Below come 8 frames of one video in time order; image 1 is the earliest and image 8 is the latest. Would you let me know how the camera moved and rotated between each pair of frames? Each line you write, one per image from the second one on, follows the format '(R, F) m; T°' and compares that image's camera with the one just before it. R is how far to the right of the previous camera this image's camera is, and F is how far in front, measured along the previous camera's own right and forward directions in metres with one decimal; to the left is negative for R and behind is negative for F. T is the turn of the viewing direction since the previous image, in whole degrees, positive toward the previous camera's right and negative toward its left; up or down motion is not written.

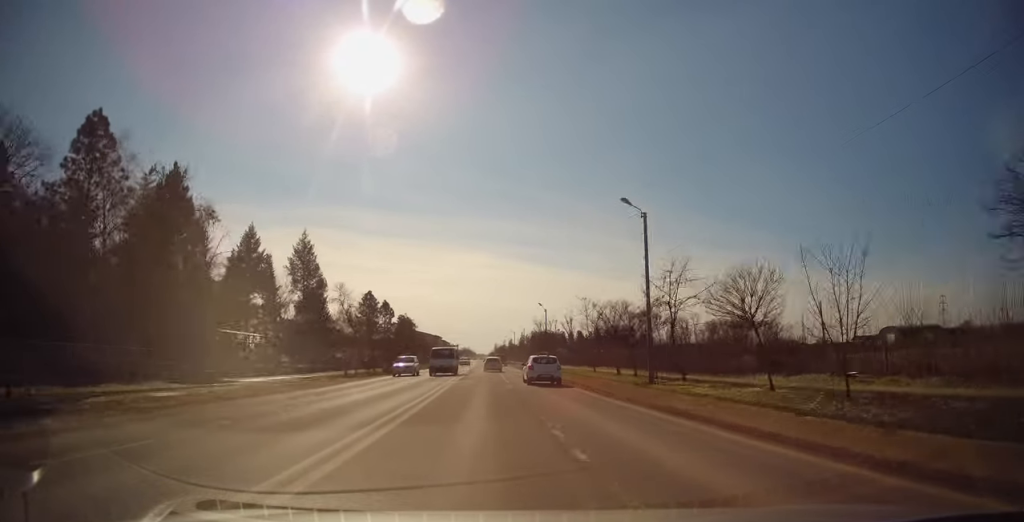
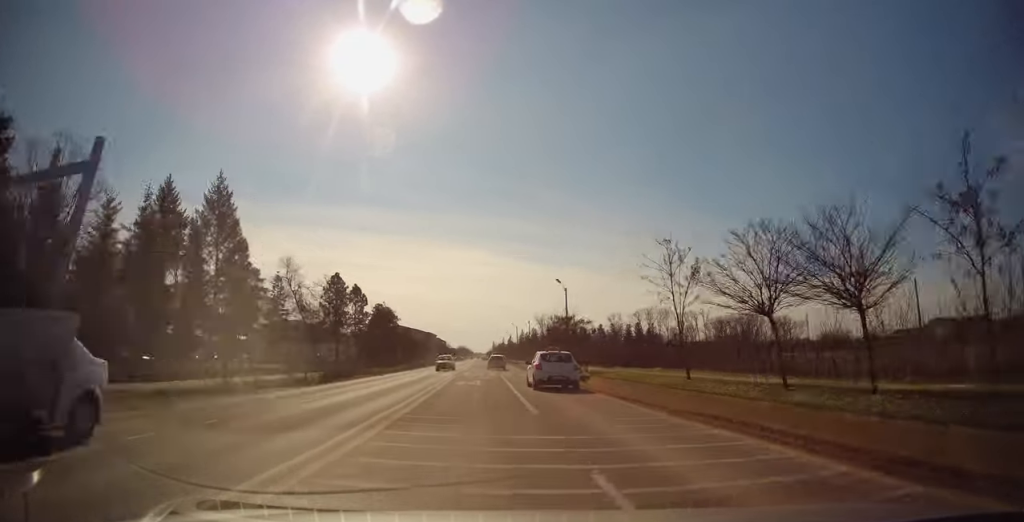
(+0.3, +20.9) m; +1°
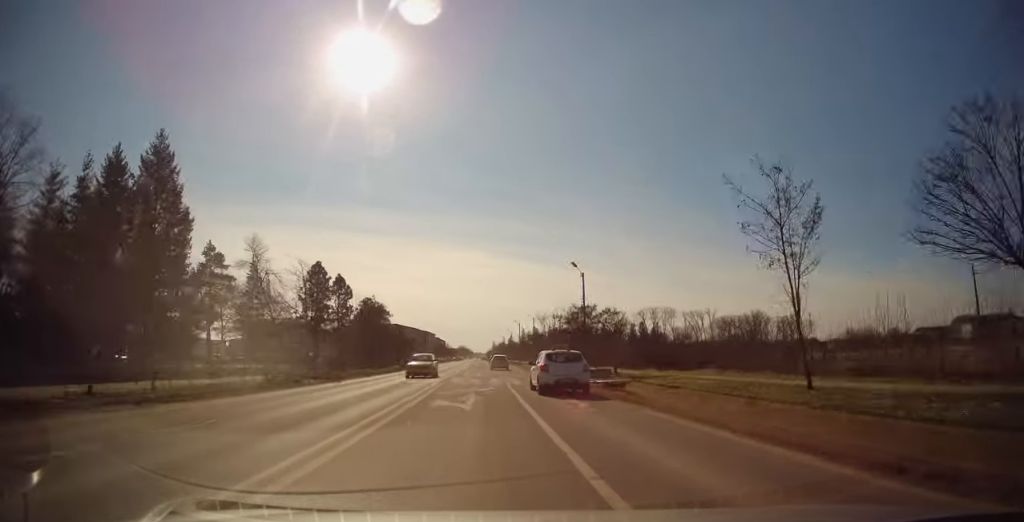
(0.0, +9.3) m; 0°
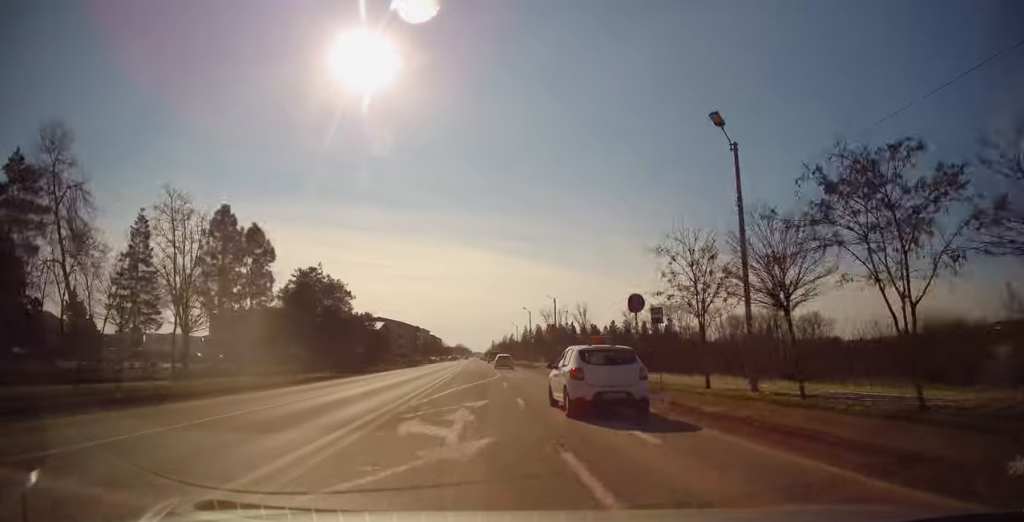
(-0.1, +27.4) m; 0°
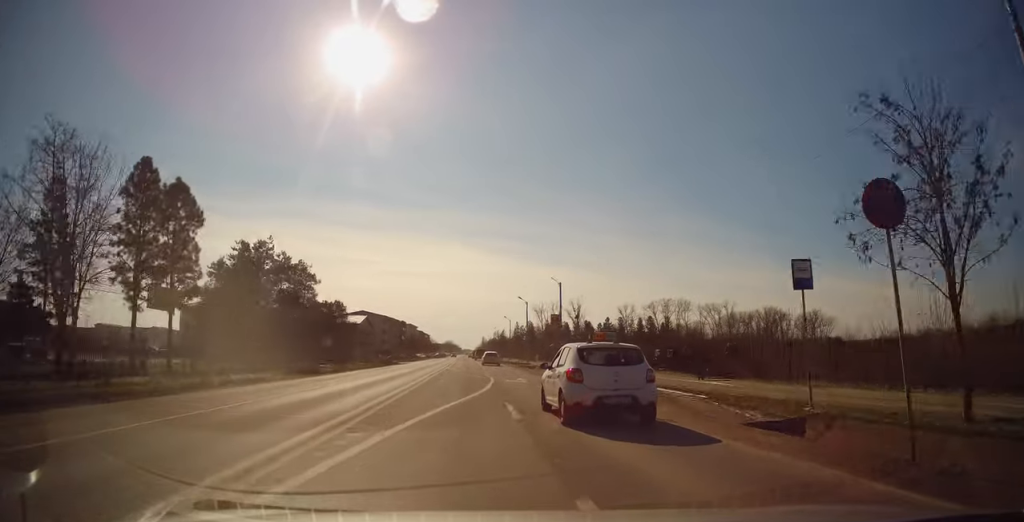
(-0.1, +12.4) m; 0°
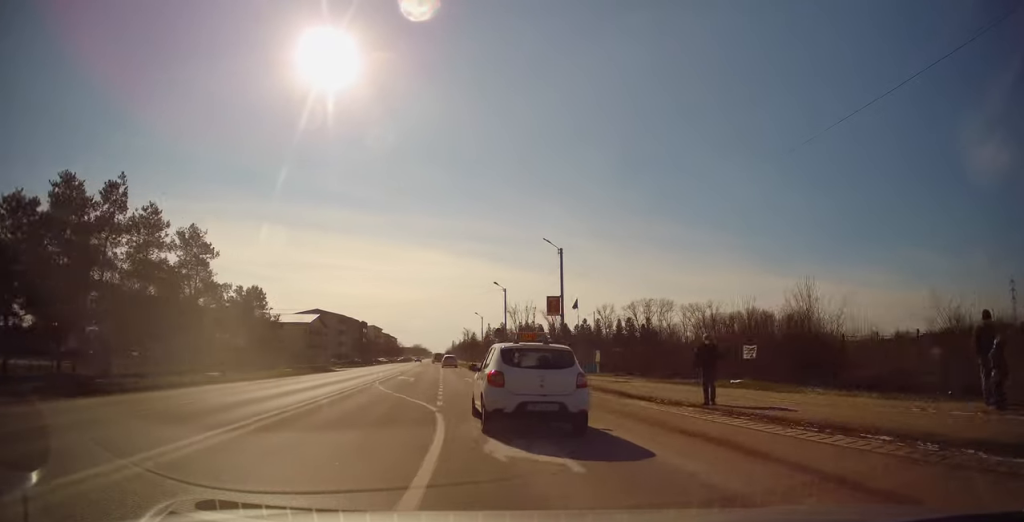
(+0.5, +18.9) m; +3°
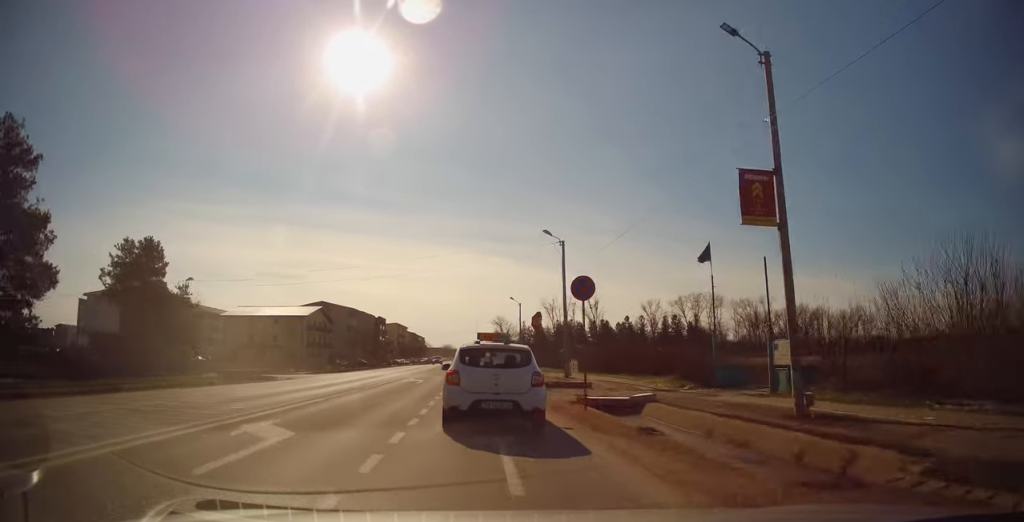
(+0.2, +23.3) m; -2°
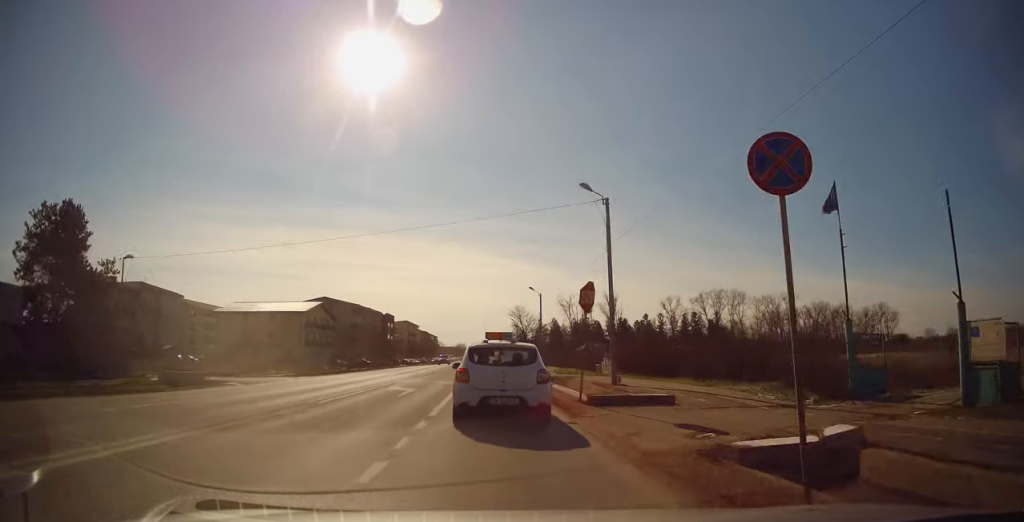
(-0.2, +8.8) m; -1°
